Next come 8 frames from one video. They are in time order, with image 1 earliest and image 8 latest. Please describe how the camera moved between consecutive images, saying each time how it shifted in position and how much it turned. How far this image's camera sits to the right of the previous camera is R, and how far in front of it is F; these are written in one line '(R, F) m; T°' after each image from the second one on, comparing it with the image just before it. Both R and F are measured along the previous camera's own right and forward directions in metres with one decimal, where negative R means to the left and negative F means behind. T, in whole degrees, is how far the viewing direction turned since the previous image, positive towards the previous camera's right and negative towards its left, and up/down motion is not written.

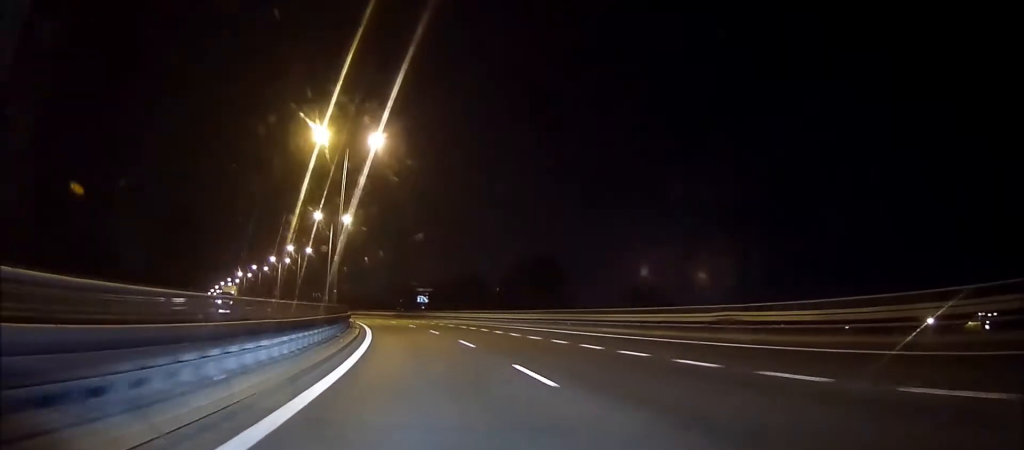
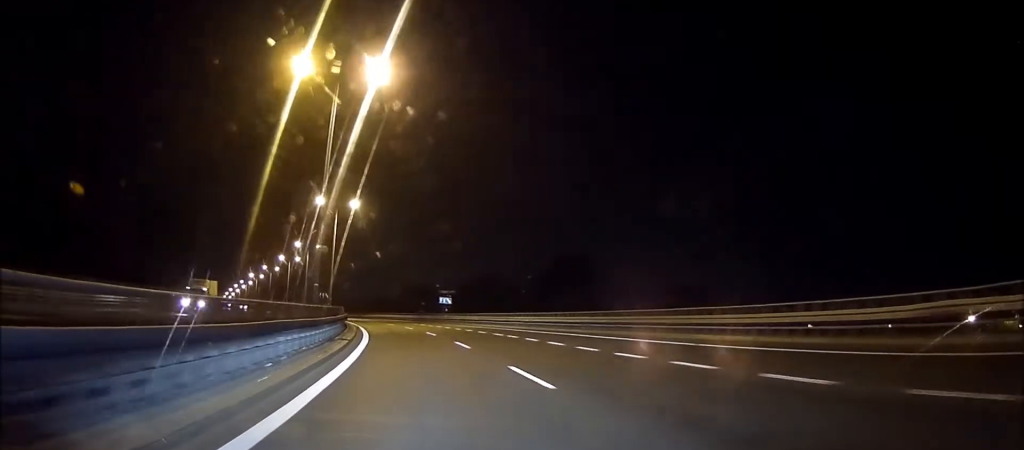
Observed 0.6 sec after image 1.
(-0.5, +12.1) m; -2°
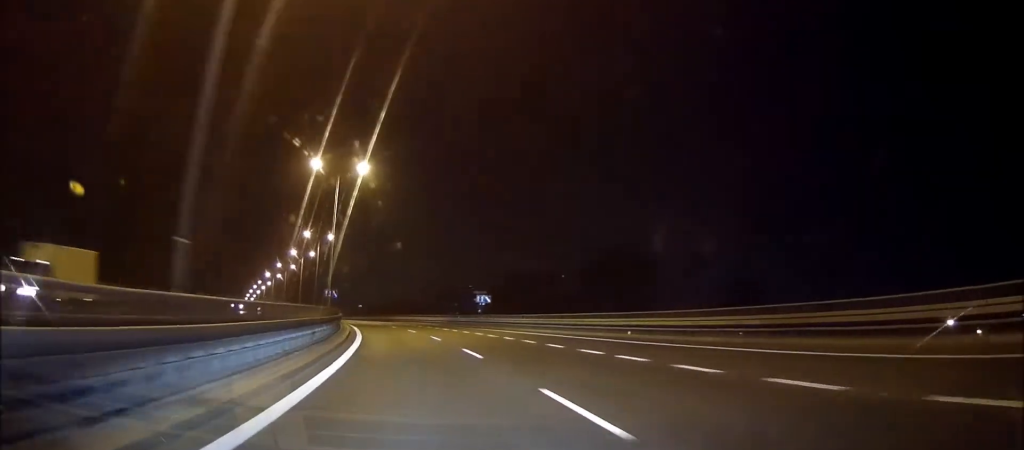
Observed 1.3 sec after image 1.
(-0.4, +16.5) m; -2°
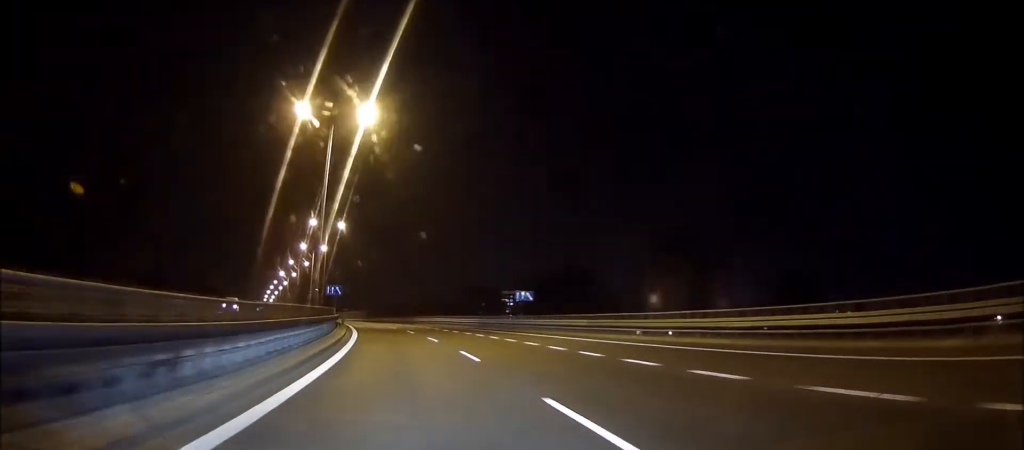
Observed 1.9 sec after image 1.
(-0.1, +12.9) m; -1°
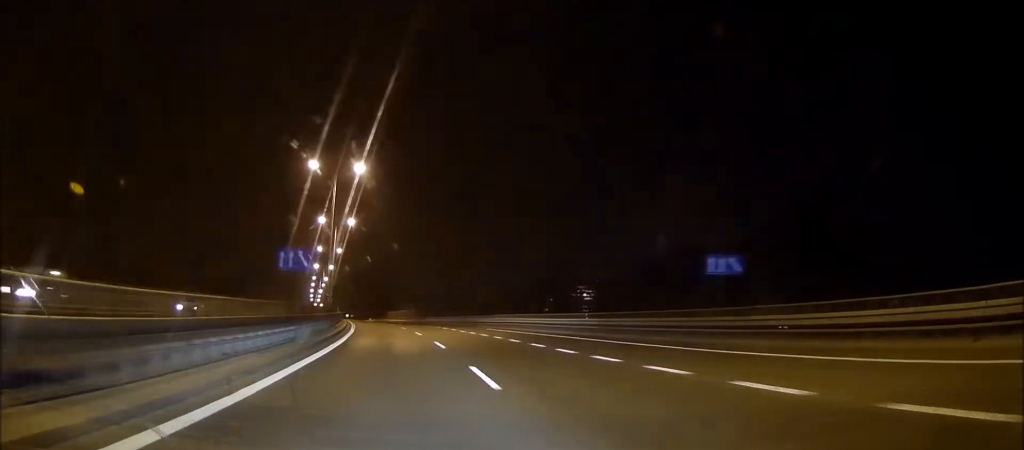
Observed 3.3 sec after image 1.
(-0.8, +30.5) m; -3°
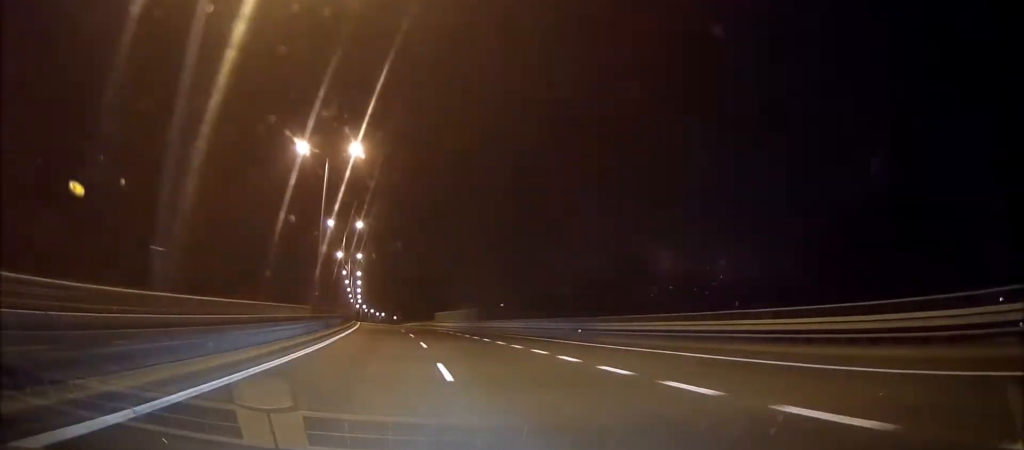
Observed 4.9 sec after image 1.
(-0.9, +35.6) m; -2°
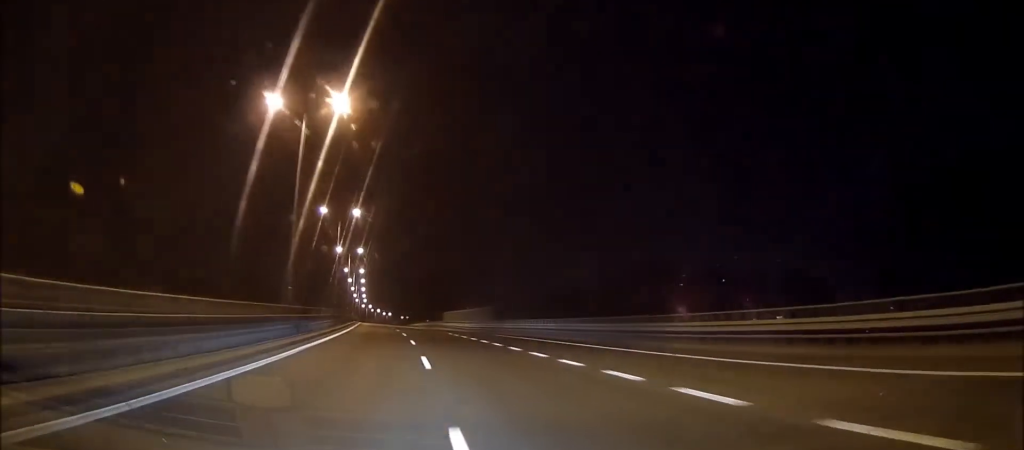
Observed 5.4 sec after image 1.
(0.0, +9.8) m; -1°
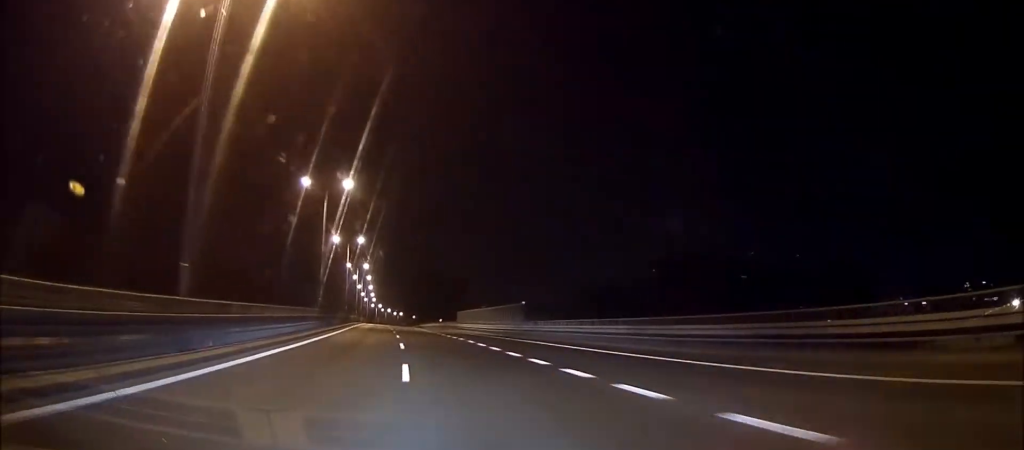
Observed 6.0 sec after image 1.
(-0.1, +15.2) m; -1°
